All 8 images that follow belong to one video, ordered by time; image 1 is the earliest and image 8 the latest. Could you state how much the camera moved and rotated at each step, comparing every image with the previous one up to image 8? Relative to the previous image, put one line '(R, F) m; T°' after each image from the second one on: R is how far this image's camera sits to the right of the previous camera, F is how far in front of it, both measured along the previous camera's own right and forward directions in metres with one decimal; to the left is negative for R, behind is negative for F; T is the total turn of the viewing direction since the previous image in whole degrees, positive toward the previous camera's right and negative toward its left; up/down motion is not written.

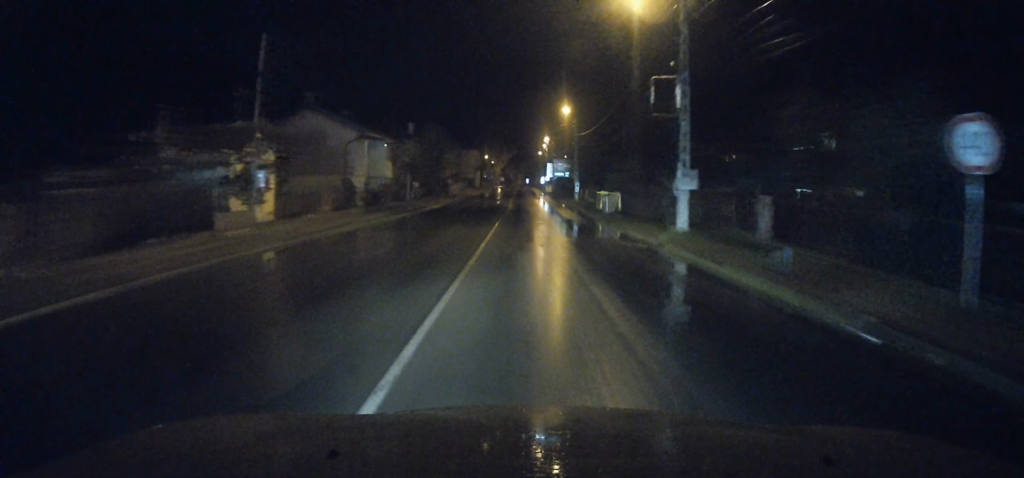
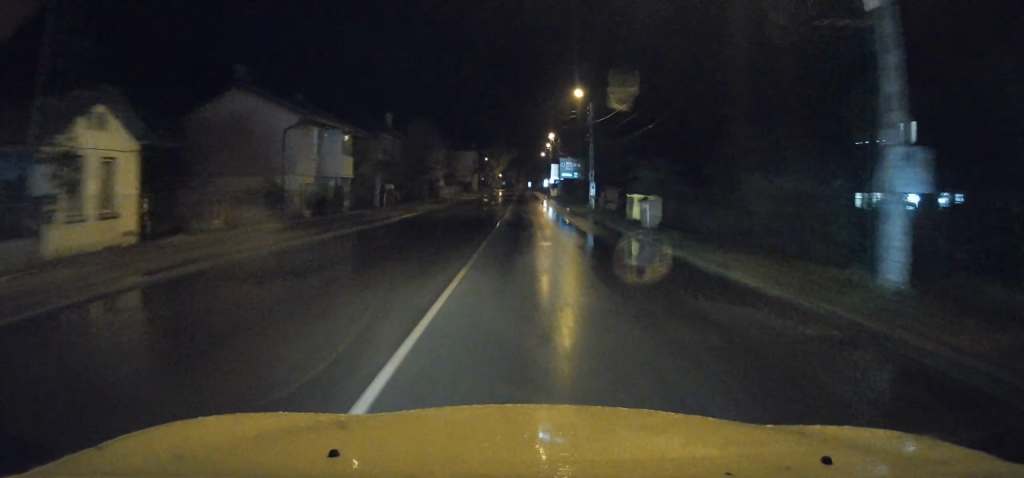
(+0.2, +10.4) m; +1°
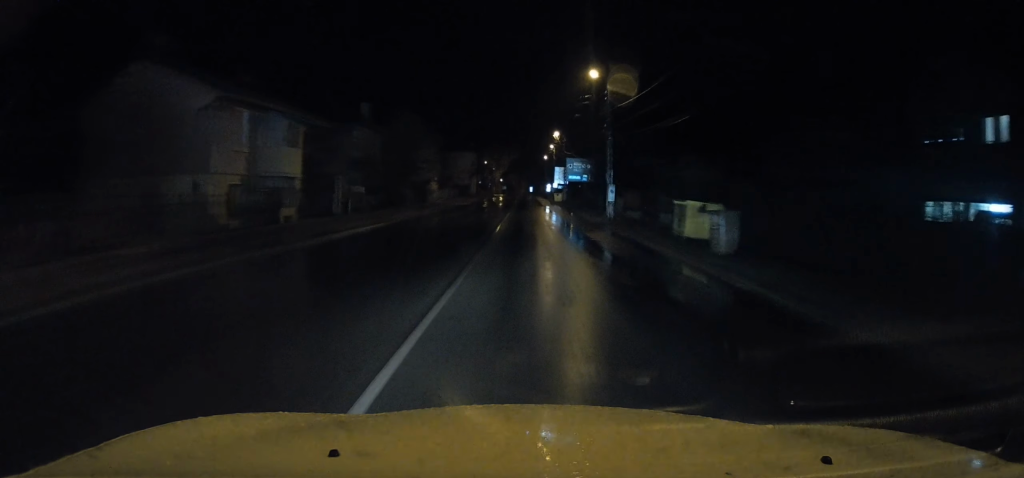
(-0.1, +8.4) m; 0°
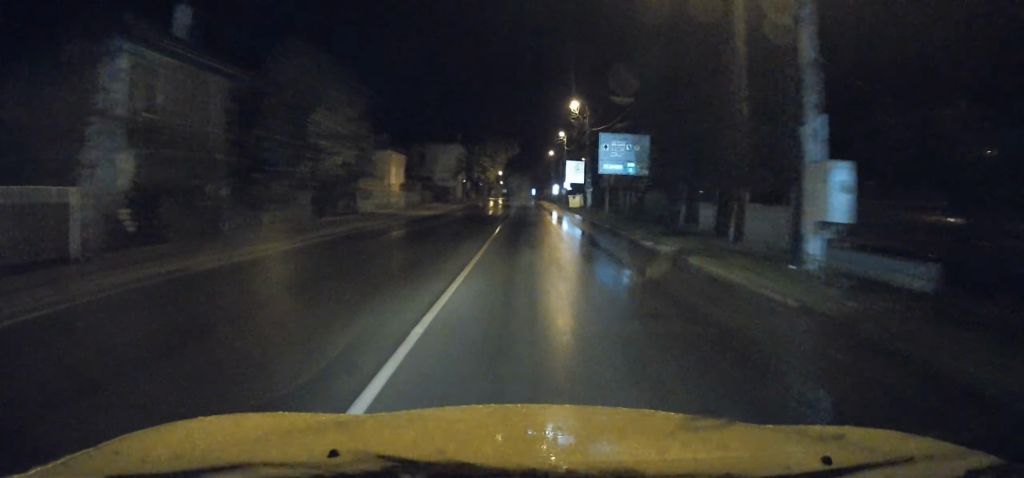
(+0.2, +24.3) m; 0°
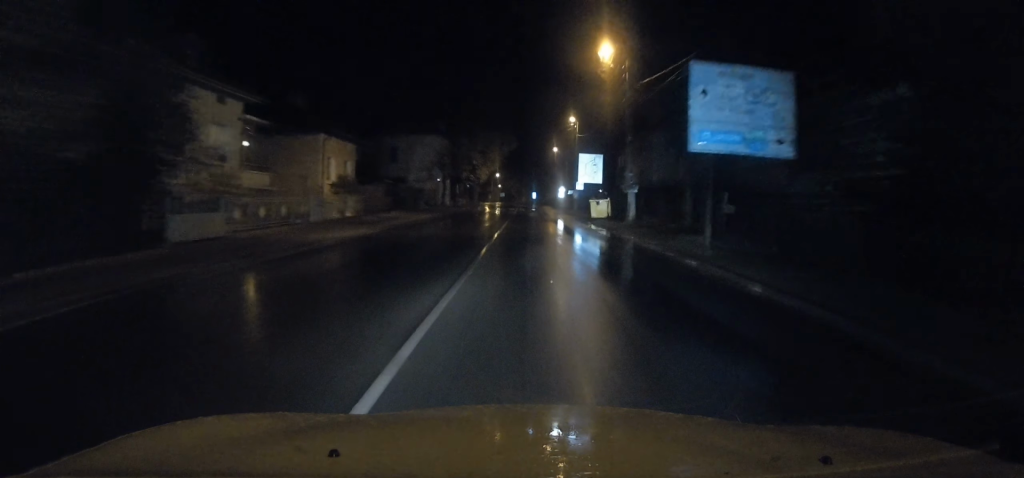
(0.0, +18.4) m; 0°
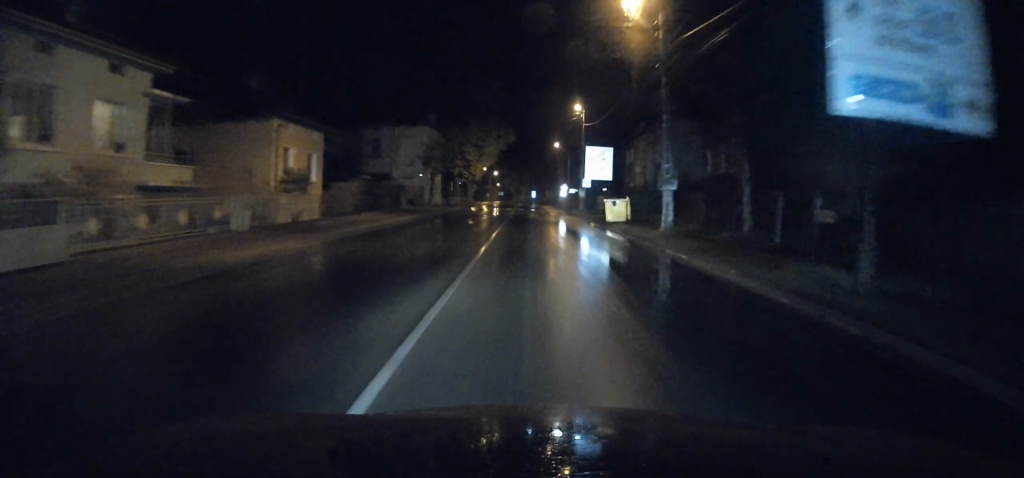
(0.0, +7.0) m; 0°
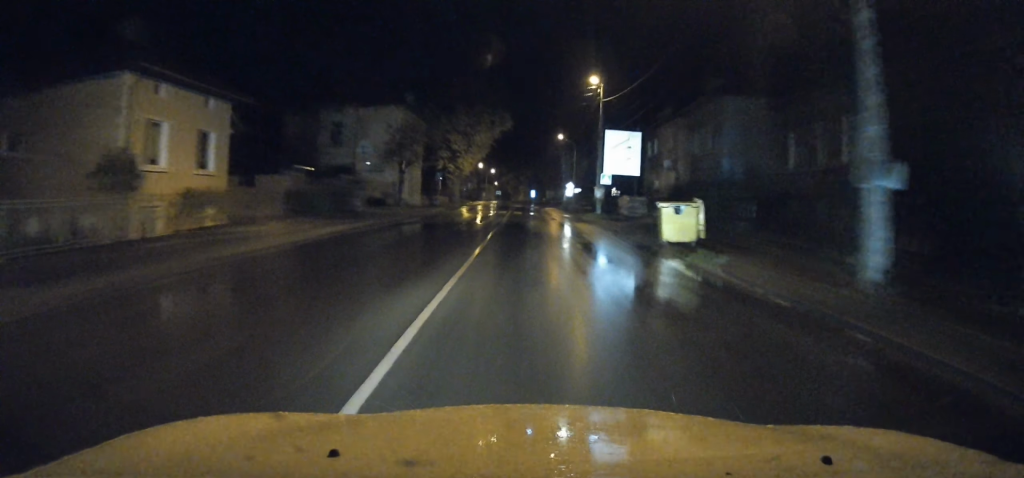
(+0.1, +12.1) m; 0°
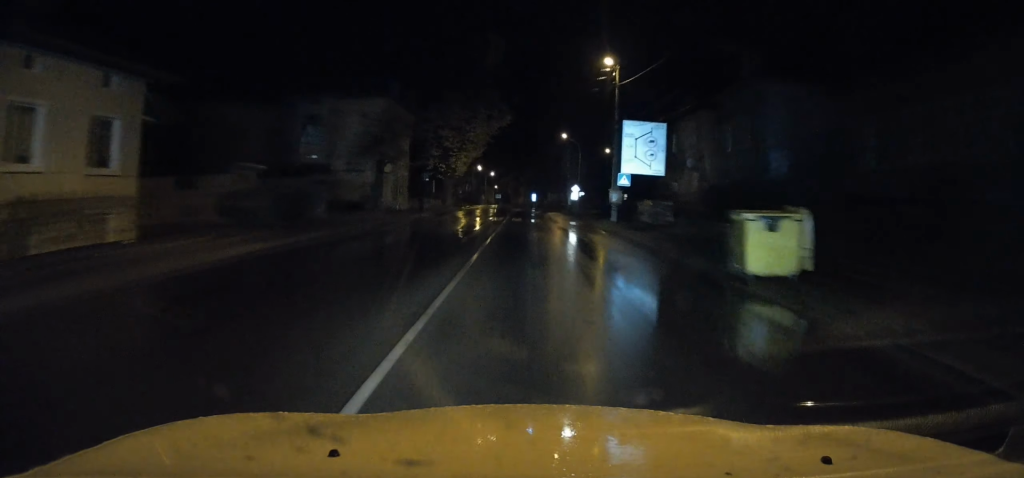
(+0.1, +6.4) m; 0°
